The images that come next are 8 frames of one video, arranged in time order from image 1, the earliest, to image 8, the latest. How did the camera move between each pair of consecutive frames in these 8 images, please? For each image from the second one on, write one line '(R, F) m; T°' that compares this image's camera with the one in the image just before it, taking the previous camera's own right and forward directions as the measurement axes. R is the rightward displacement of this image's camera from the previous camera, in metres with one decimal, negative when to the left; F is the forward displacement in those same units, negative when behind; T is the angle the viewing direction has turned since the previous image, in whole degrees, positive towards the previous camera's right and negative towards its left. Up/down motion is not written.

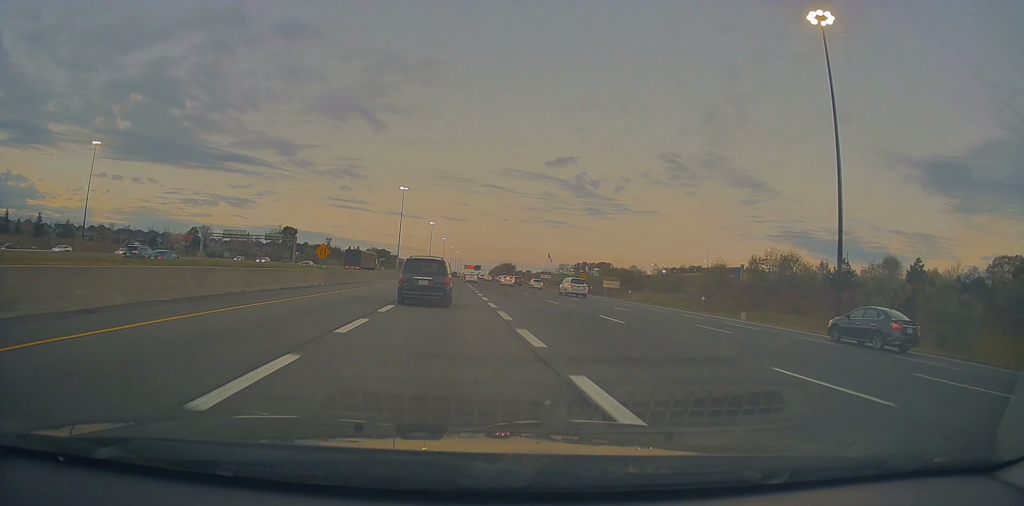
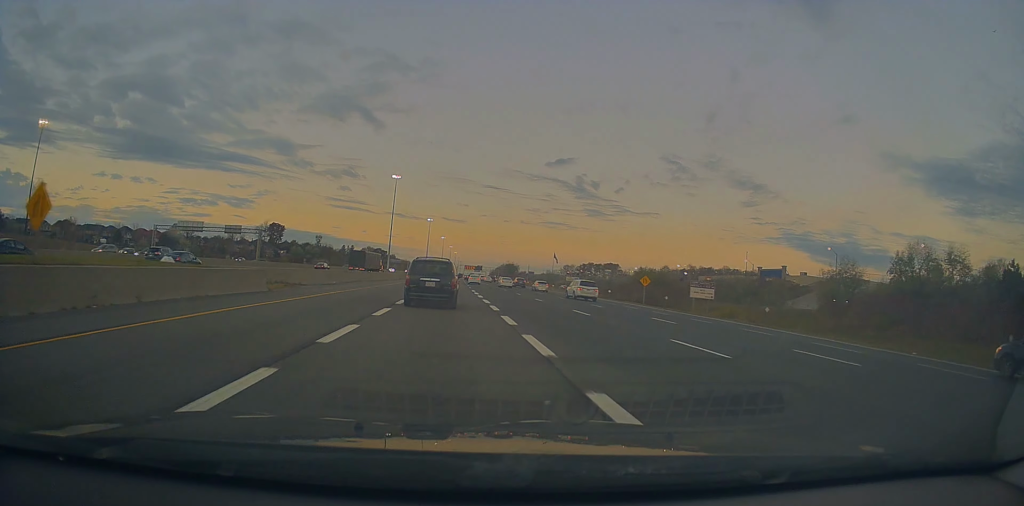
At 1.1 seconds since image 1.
(+0.6, +31.1) m; -1°
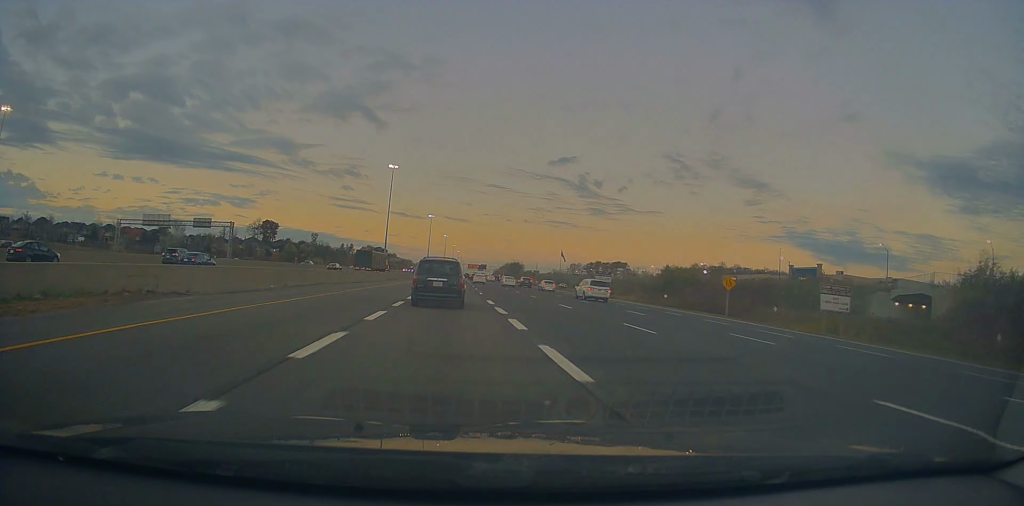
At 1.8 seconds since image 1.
(-0.5, +19.5) m; -1°
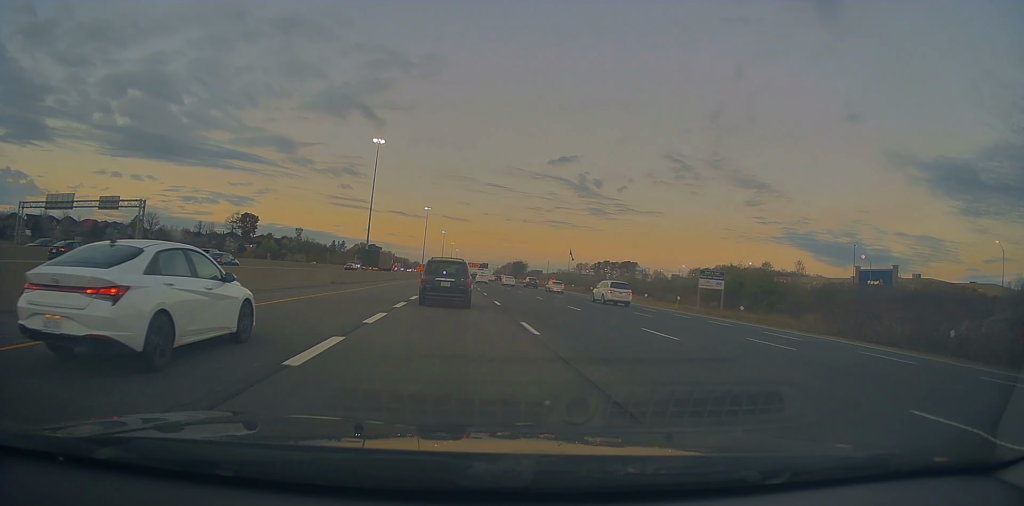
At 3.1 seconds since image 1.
(-0.2, +36.6) m; +1°
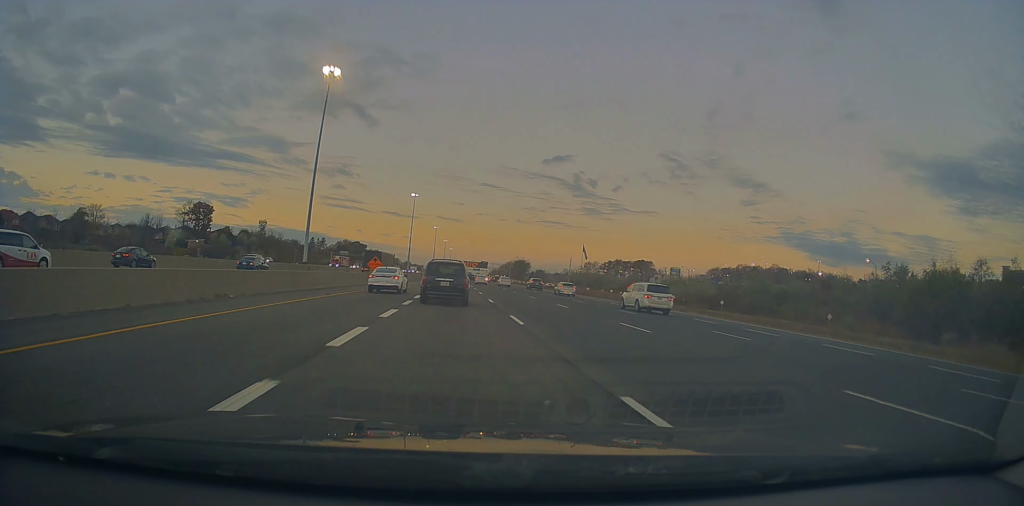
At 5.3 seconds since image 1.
(+1.2, +57.5) m; 0°
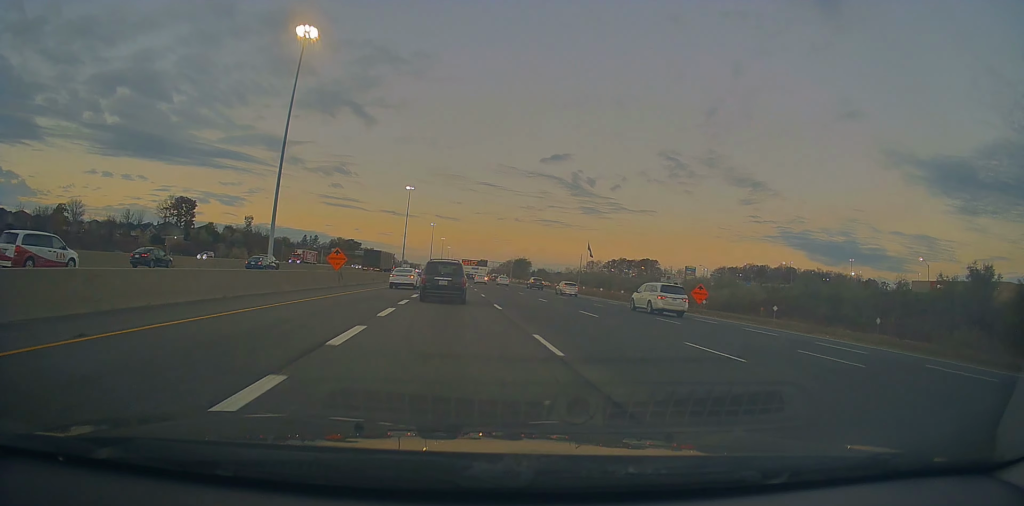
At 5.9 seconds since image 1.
(-0.4, +17.9) m; 0°
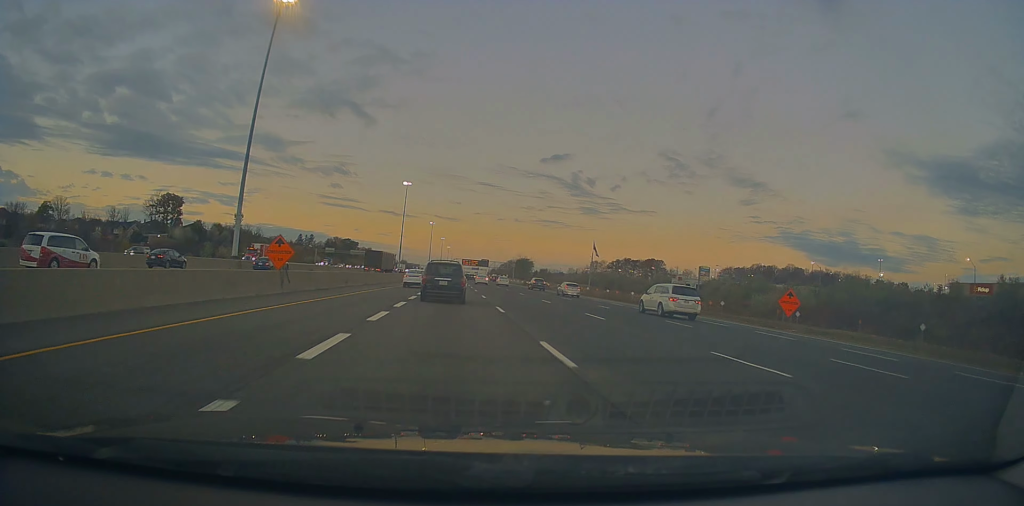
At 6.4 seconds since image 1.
(-0.1, +13.4) m; 0°
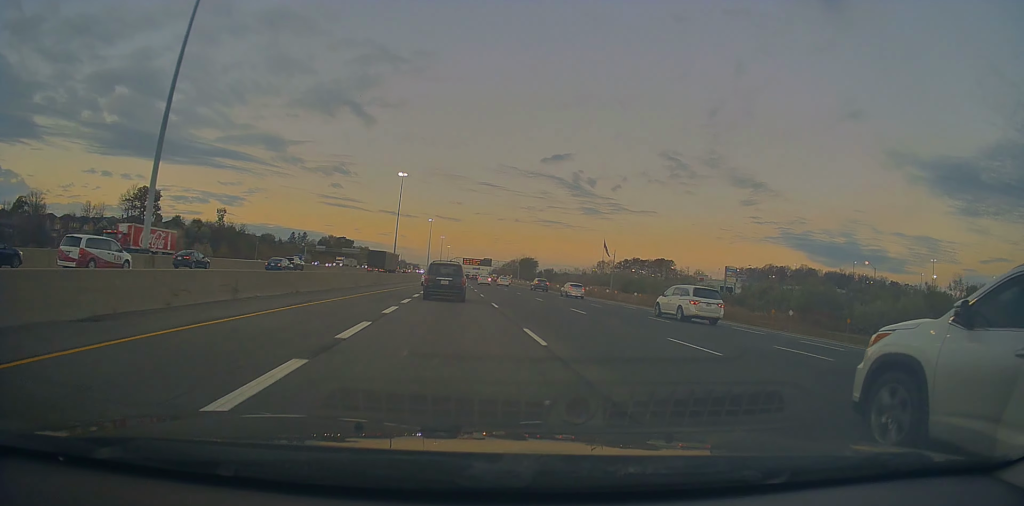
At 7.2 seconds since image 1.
(+0.3, +21.2) m; +1°
